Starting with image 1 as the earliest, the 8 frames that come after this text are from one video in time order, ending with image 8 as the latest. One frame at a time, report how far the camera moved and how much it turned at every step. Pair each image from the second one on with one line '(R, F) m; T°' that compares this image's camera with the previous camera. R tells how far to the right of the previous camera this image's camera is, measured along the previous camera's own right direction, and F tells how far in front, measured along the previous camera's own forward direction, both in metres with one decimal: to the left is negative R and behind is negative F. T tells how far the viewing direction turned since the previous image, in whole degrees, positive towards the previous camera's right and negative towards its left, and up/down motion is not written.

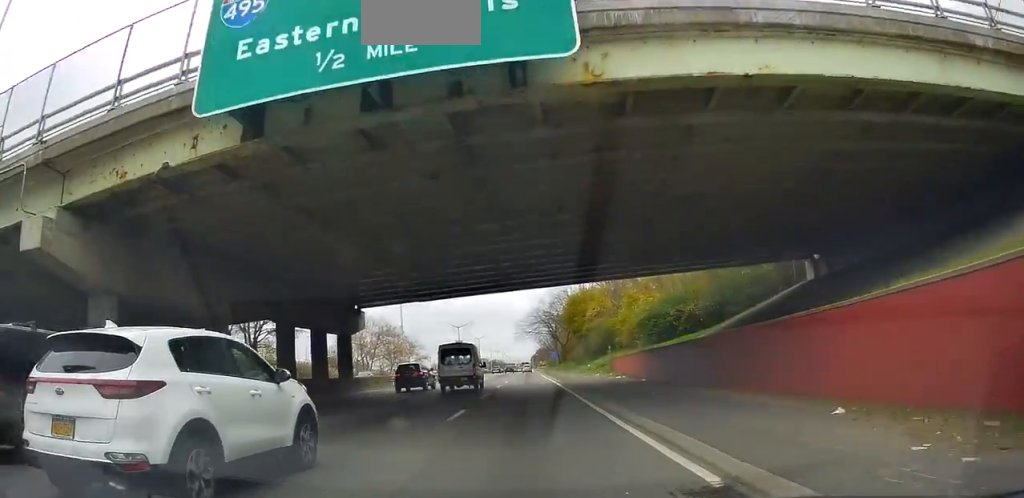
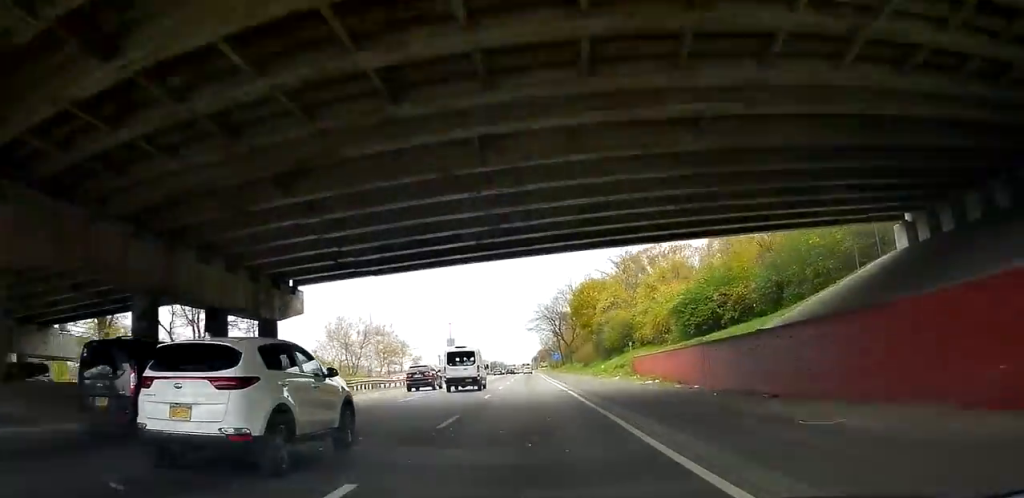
(+0.4, +11.0) m; +1°
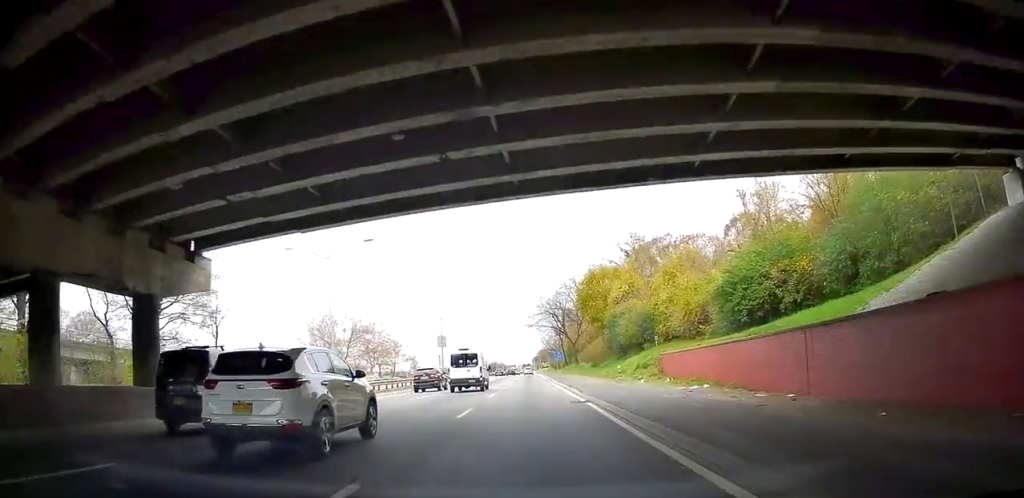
(+0.2, +8.9) m; 0°
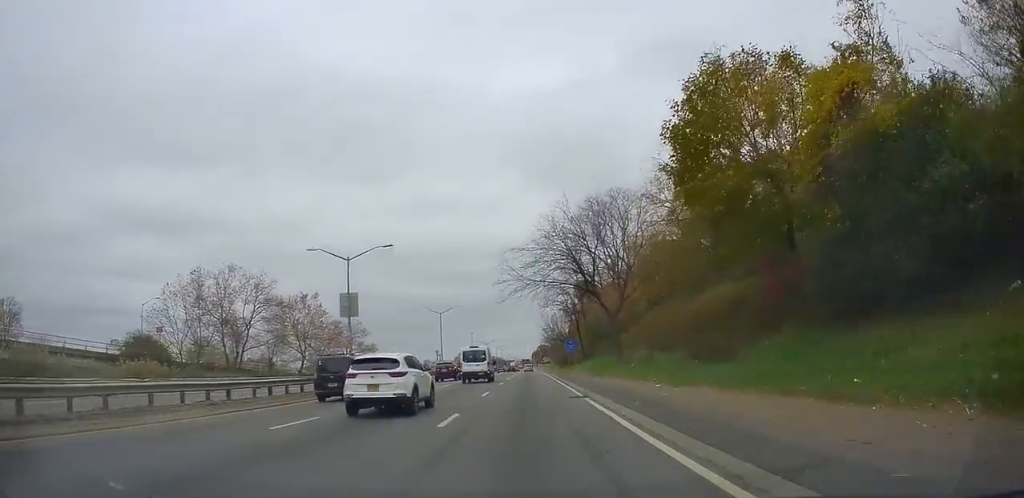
(0.0, +38.8) m; 0°
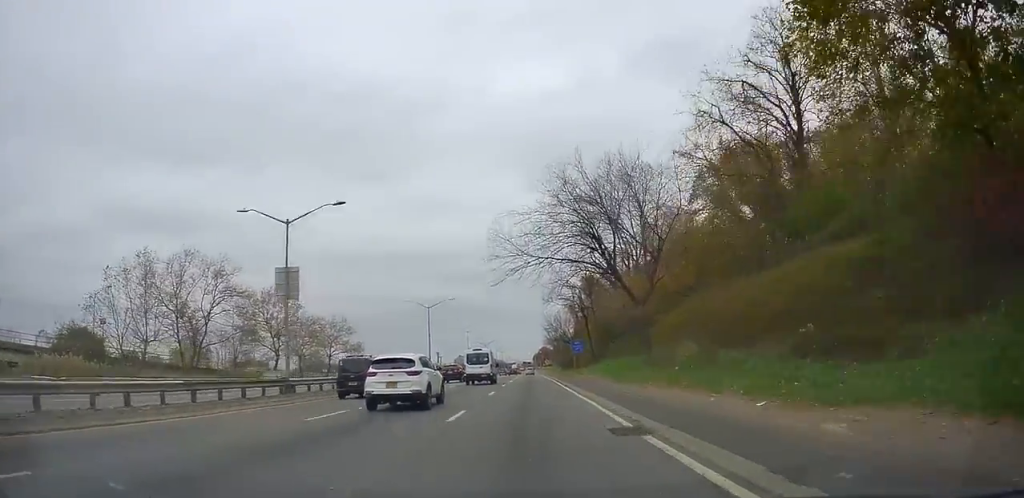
(0.0, +9.9) m; 0°
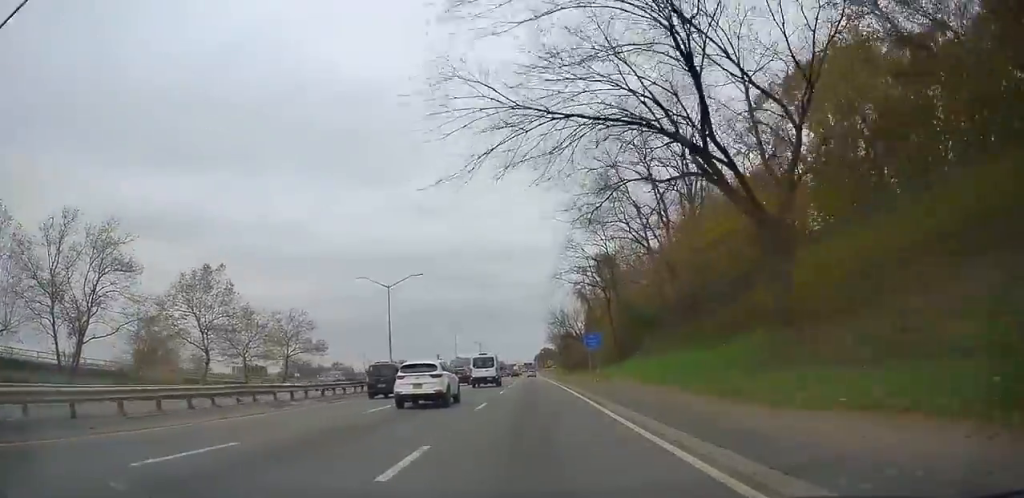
(-0.2, +18.6) m; 0°
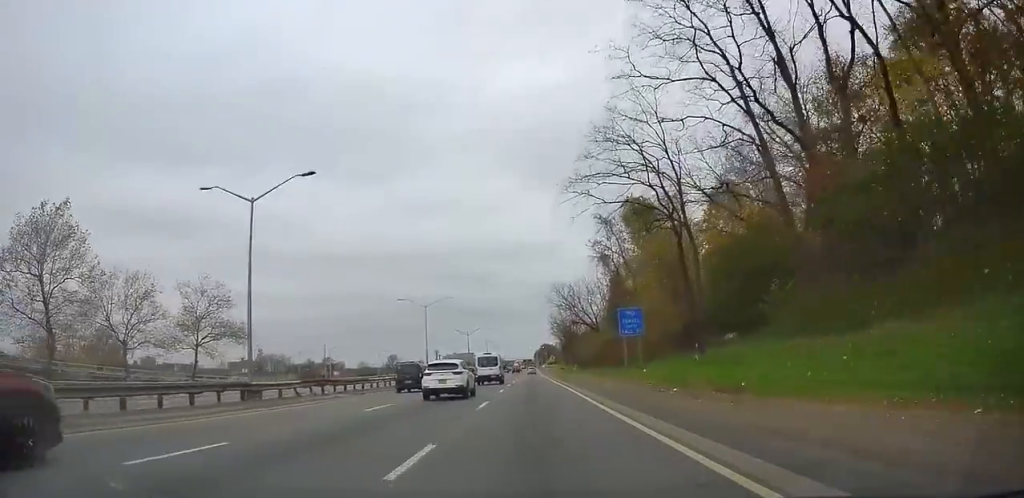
(+0.4, +24.1) m; 0°
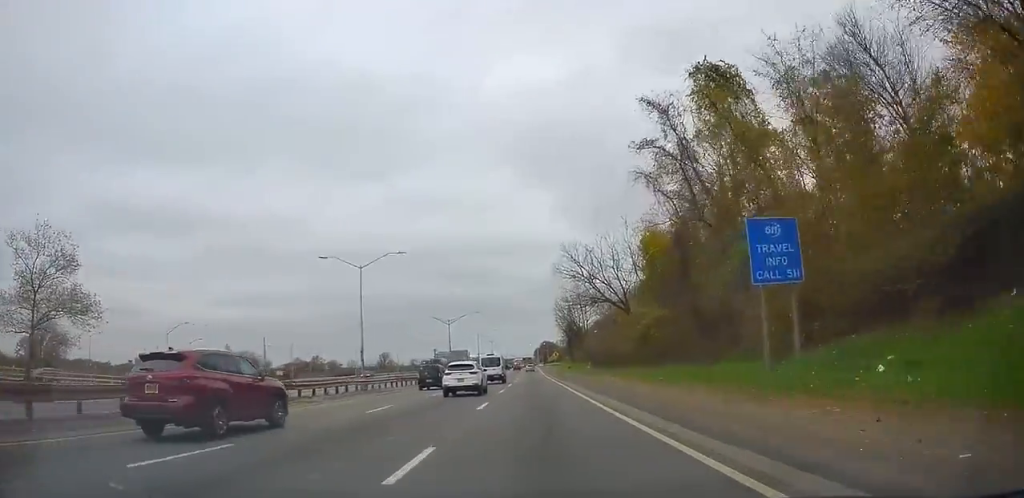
(-0.5, +24.8) m; 0°
